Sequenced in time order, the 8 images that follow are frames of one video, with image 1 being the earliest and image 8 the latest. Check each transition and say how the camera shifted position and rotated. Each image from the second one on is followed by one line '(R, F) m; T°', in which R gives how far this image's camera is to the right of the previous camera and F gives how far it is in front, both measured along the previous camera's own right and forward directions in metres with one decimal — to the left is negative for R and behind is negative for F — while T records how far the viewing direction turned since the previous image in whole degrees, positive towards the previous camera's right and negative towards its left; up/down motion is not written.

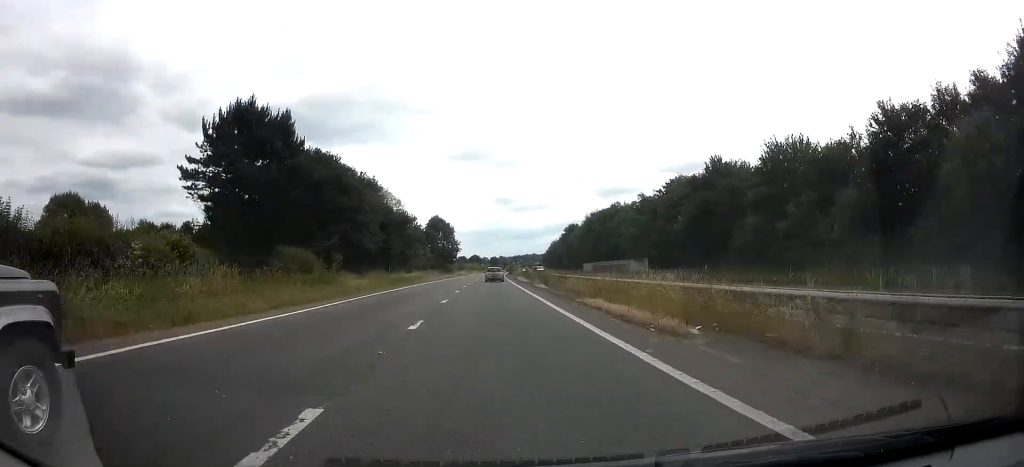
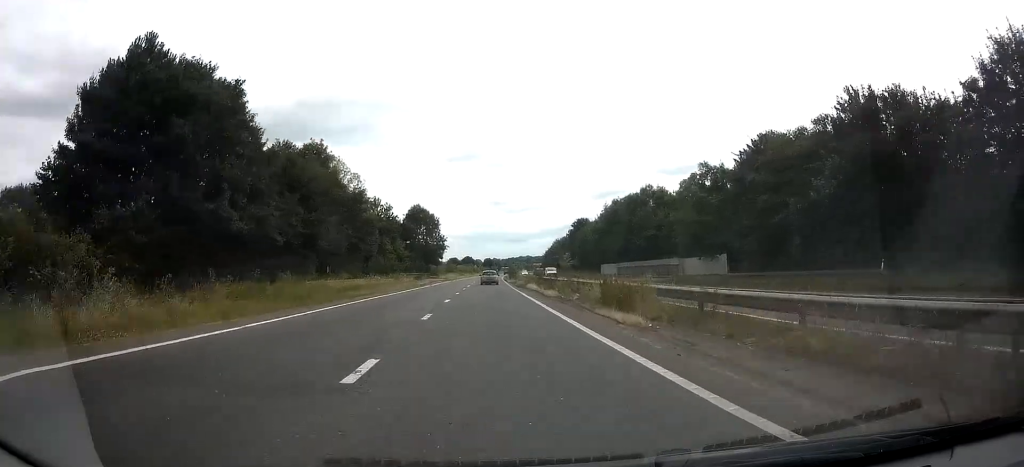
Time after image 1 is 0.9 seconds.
(+0.3, +23.6) m; +1°
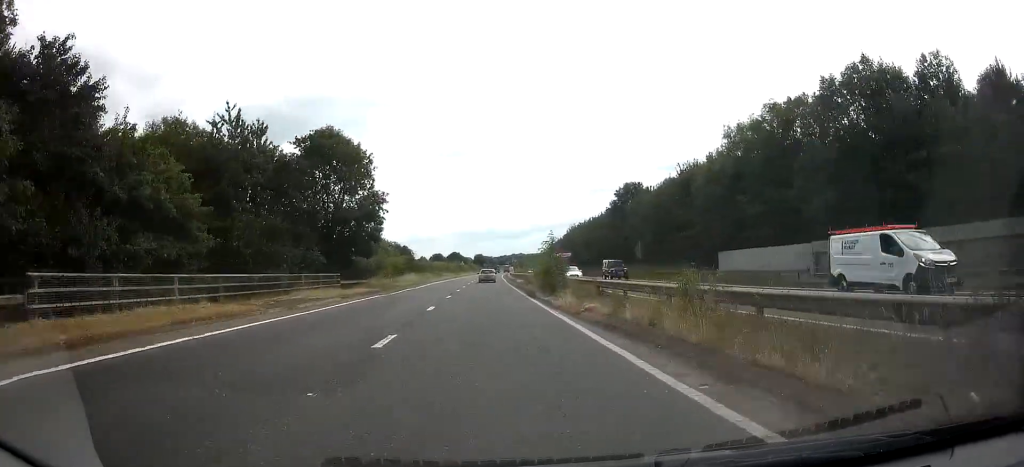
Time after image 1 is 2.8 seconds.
(+0.5, +50.7) m; +1°
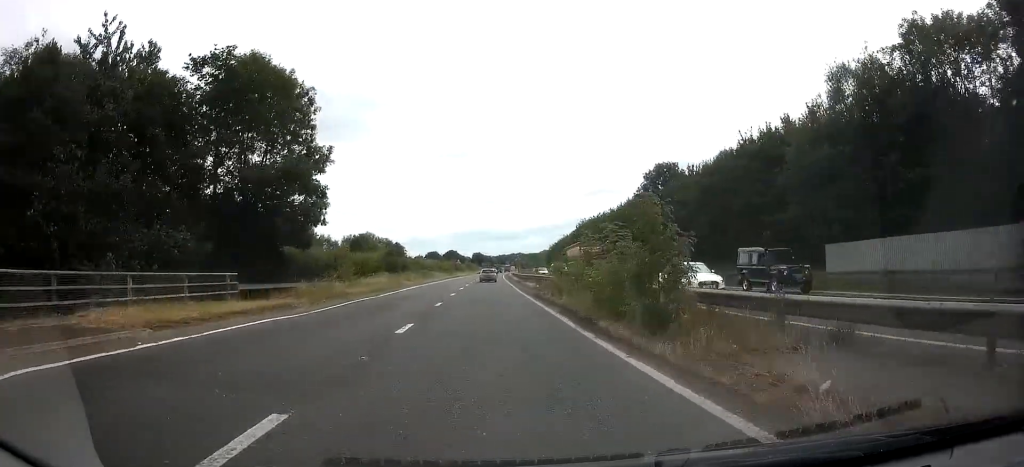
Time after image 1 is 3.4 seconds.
(+0.1, +15.7) m; 0°
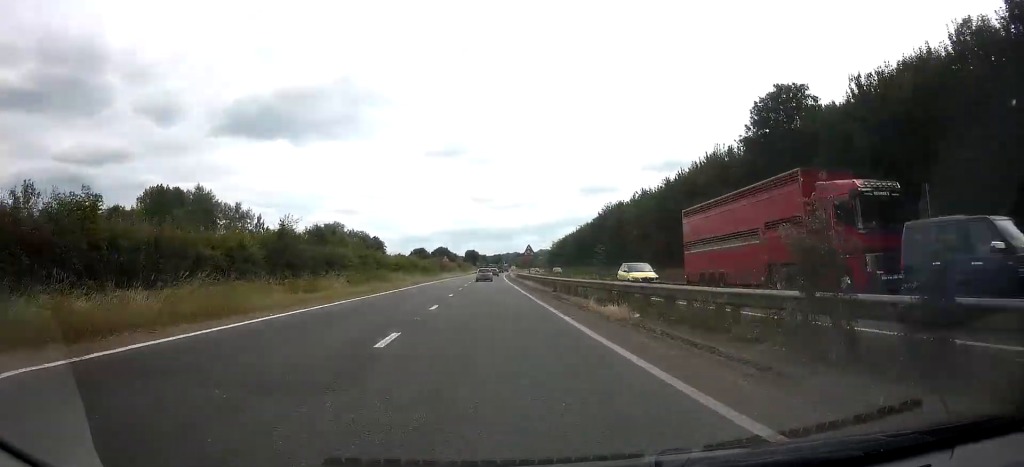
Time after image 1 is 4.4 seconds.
(0.0, +30.0) m; +1°
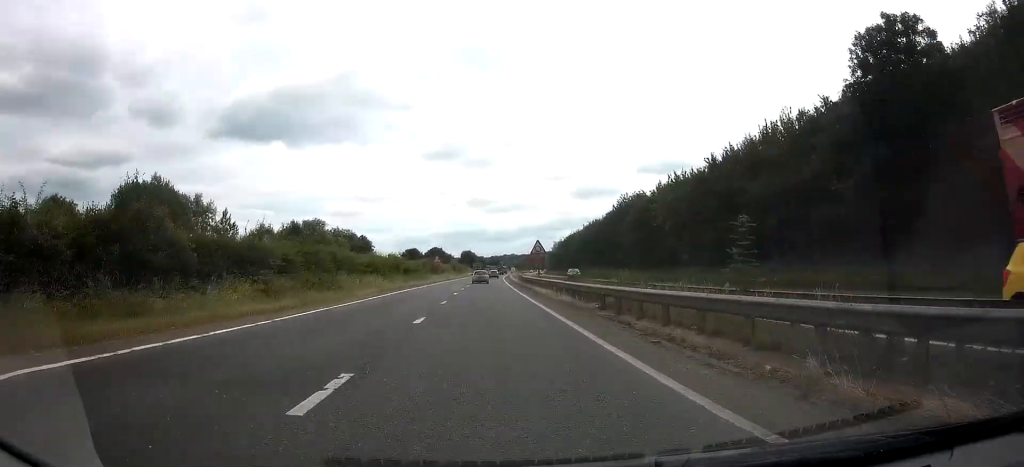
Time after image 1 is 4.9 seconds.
(-0.3, +13.3) m; +1°
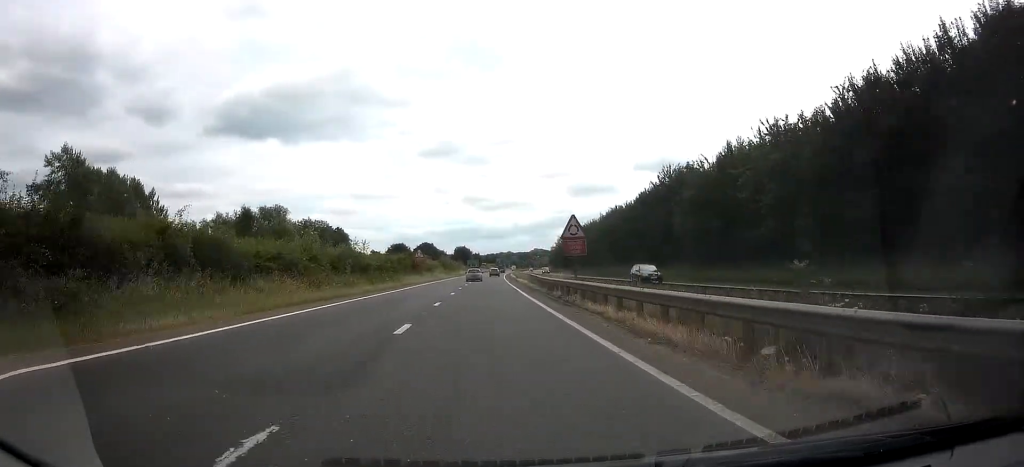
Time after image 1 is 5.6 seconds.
(+0.6, +21.5) m; +2°
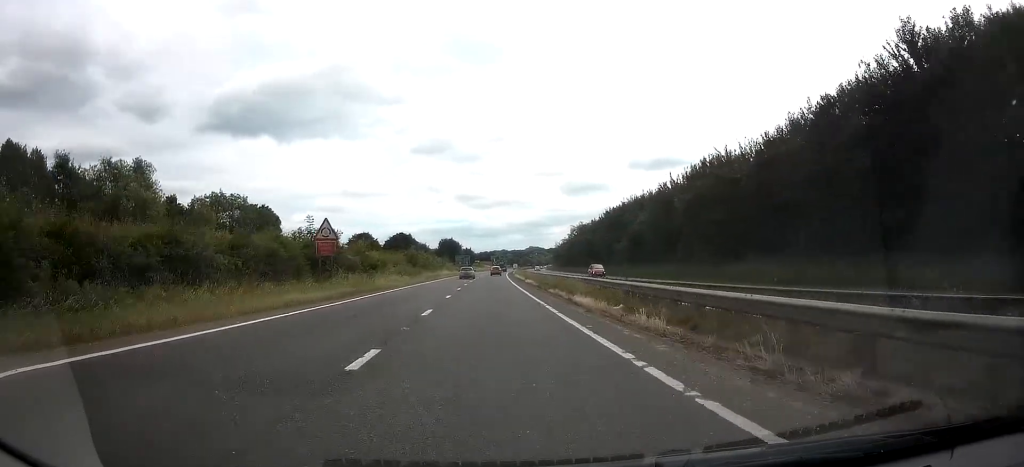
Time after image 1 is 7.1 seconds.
(+0.9, +43.1) m; +2°
